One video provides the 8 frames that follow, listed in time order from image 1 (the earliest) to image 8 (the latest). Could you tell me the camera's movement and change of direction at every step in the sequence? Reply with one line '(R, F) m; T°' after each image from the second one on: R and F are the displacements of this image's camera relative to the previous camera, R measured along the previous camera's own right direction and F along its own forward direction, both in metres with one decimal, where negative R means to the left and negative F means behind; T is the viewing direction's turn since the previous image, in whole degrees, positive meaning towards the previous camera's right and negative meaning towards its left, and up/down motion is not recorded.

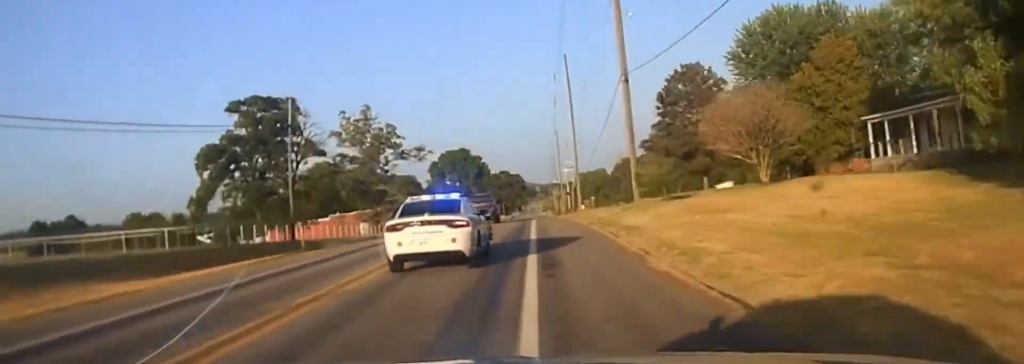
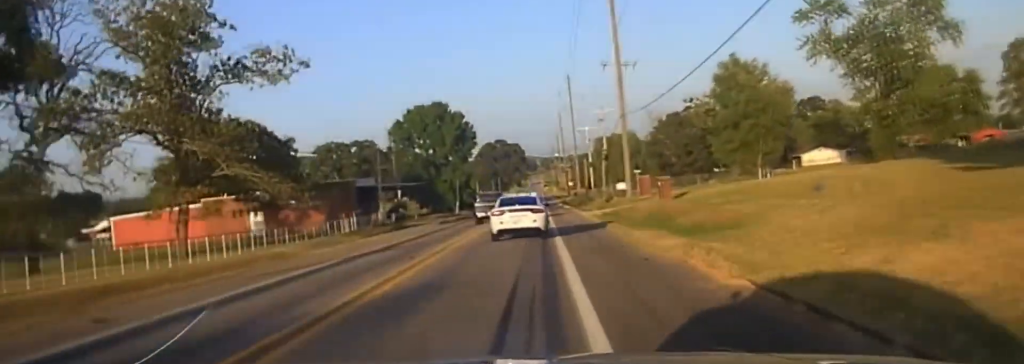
(-0.3, +67.8) m; 0°
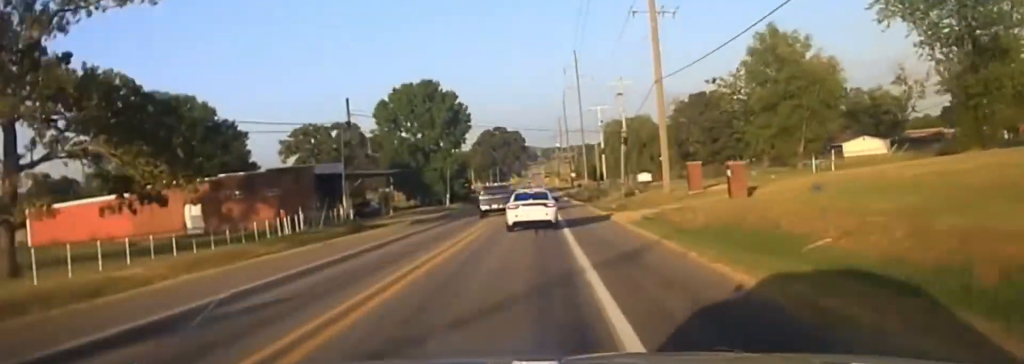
(+0.2, +19.4) m; 0°
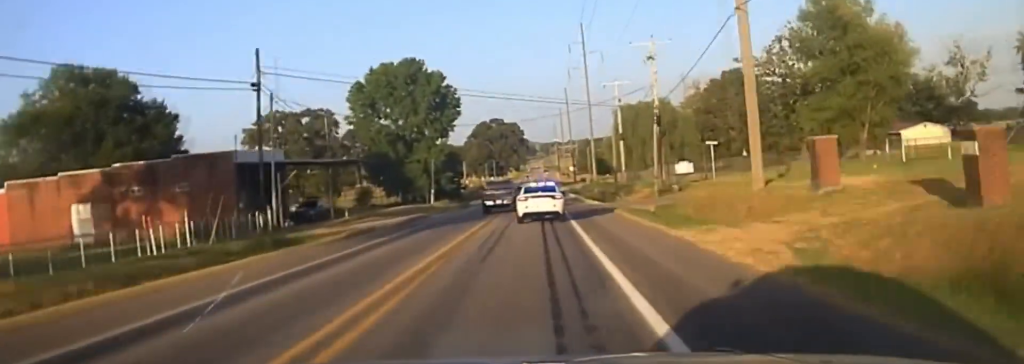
(-0.1, +19.7) m; 0°
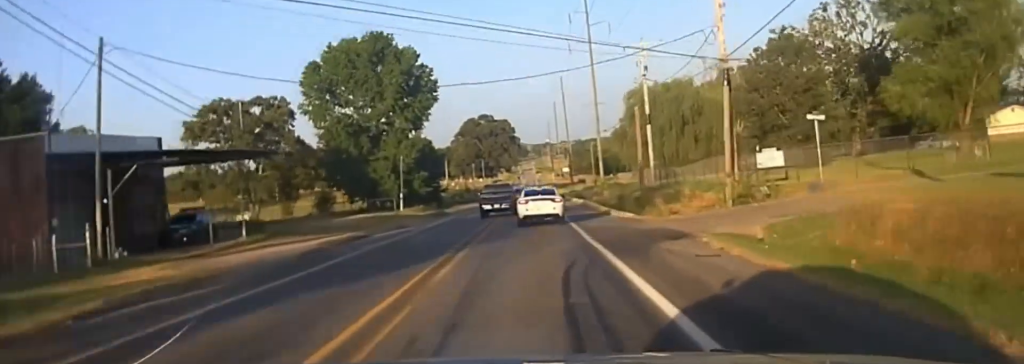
(-0.3, +25.9) m; 0°
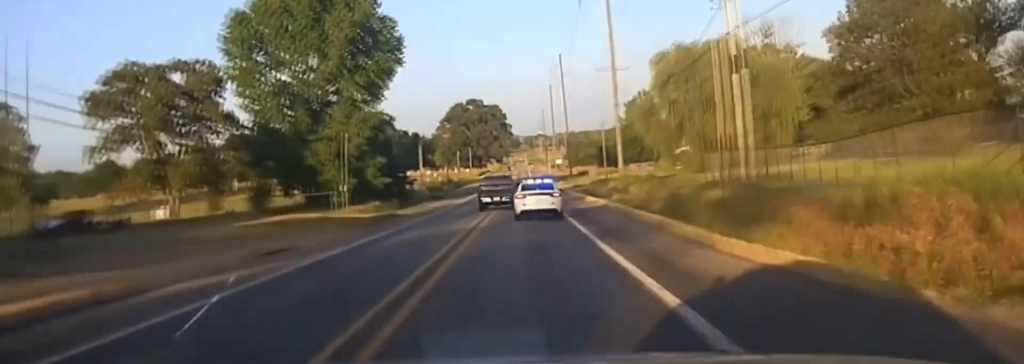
(+0.2, +24.5) m; 0°
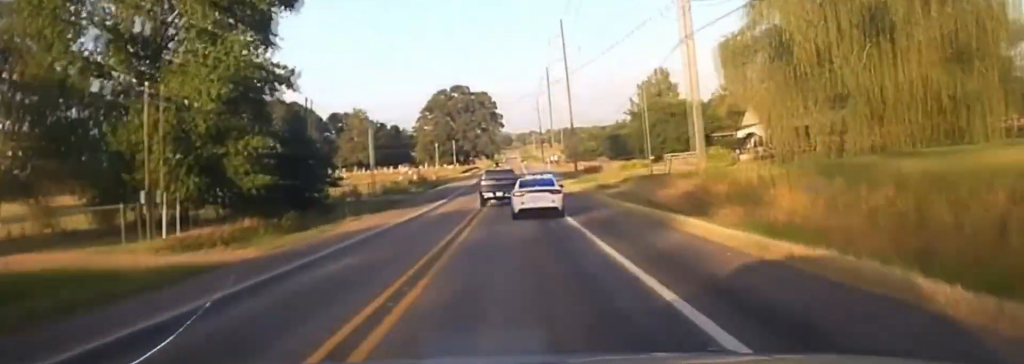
(+0.2, +35.3) m; 0°
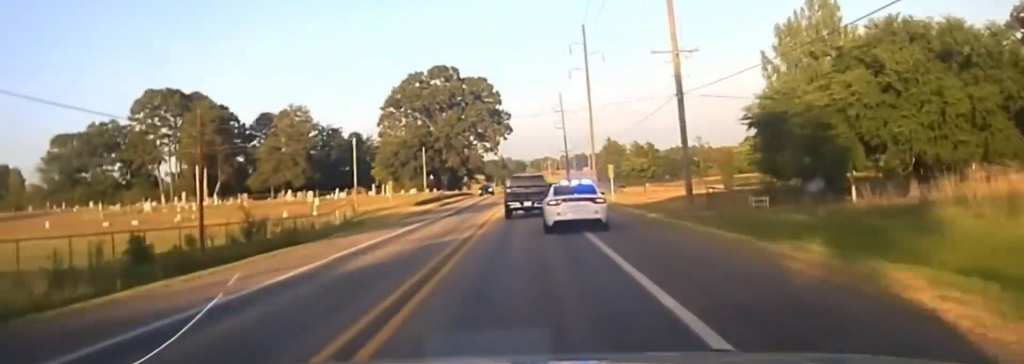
(0.0, +87.6) m; 0°
